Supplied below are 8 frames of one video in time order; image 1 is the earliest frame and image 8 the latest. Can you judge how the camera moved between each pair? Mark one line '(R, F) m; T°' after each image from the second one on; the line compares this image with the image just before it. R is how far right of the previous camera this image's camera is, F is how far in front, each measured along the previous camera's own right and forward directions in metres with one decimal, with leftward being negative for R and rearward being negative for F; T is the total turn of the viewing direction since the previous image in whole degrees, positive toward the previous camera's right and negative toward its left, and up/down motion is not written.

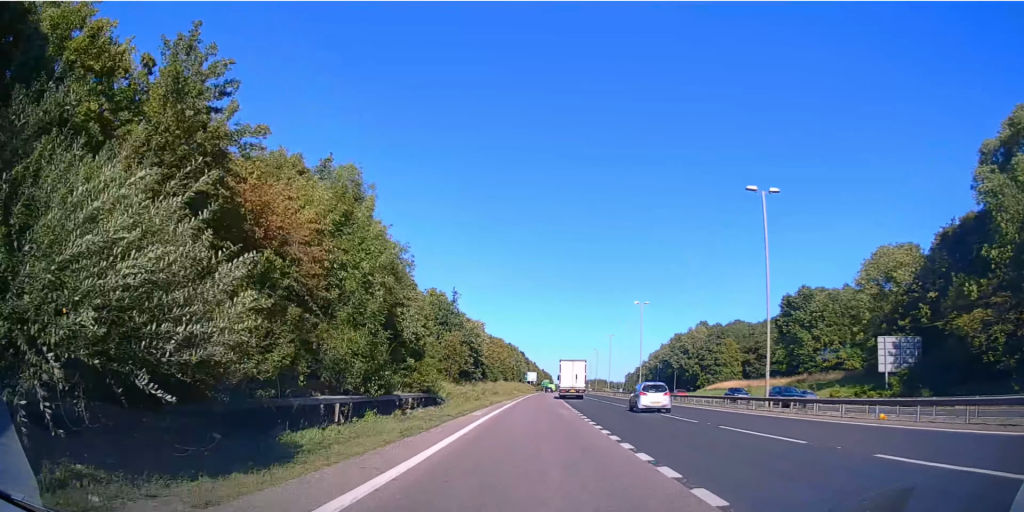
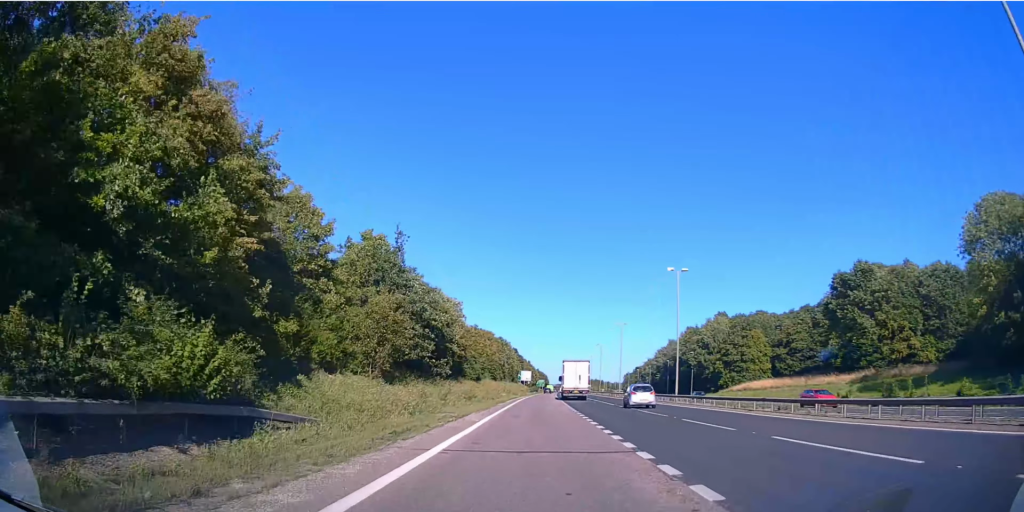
(-0.1, +20.5) m; 0°
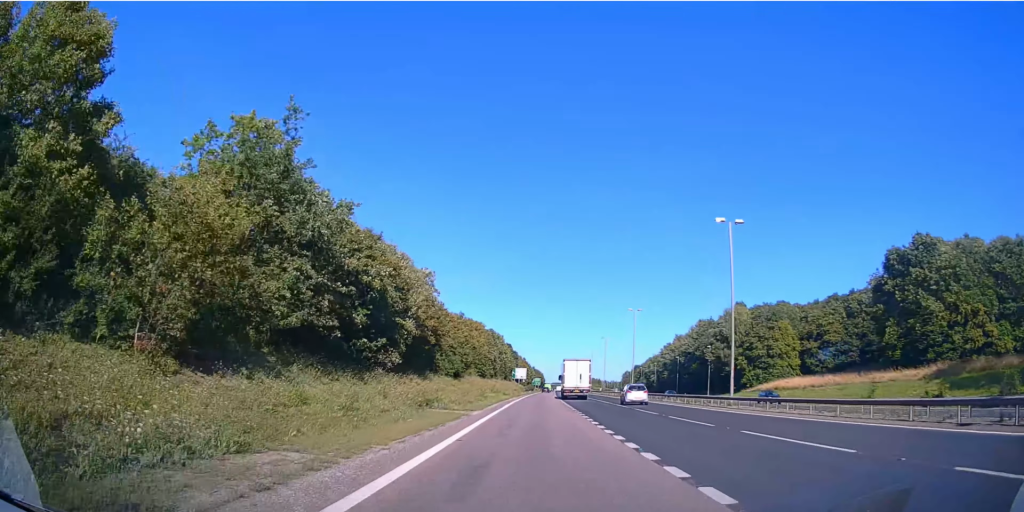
(-0.1, +15.1) m; +1°
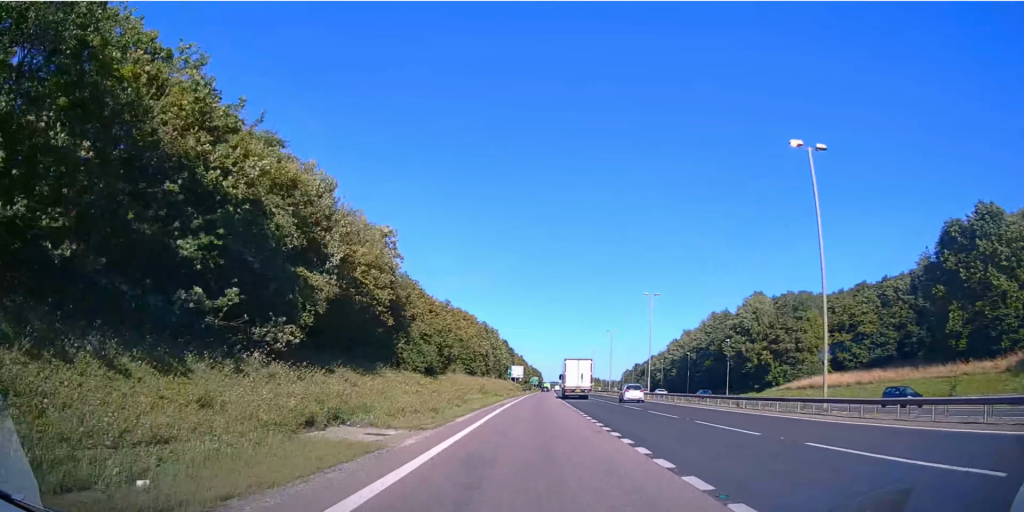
(+0.1, +12.9) m; +1°
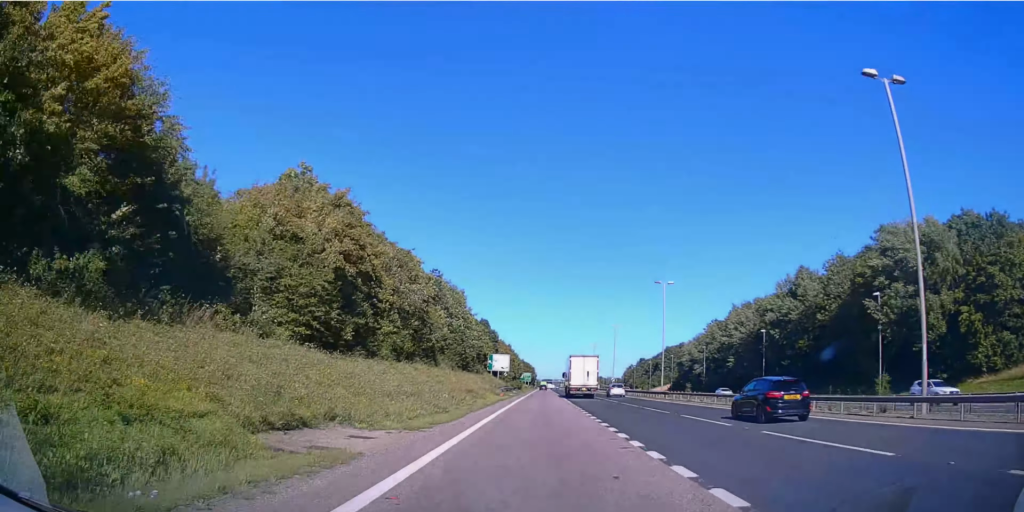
(+0.7, +43.1) m; +1°
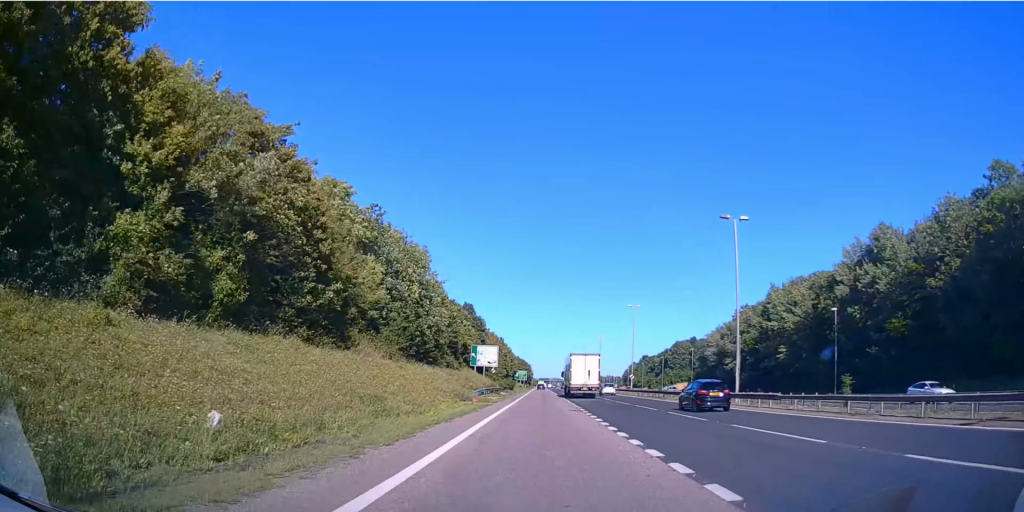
(+0.1, +30.6) m; 0°
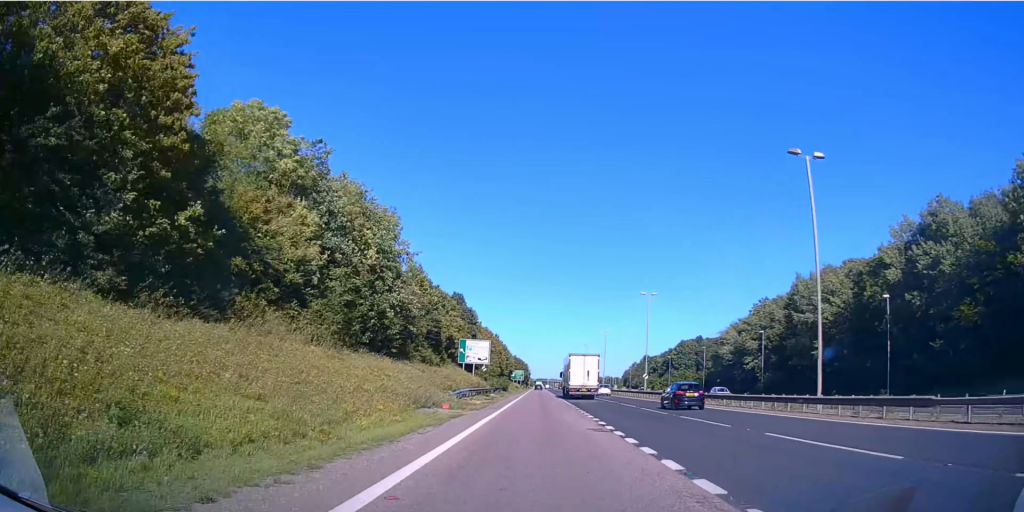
(0.0, +15.2) m; 0°
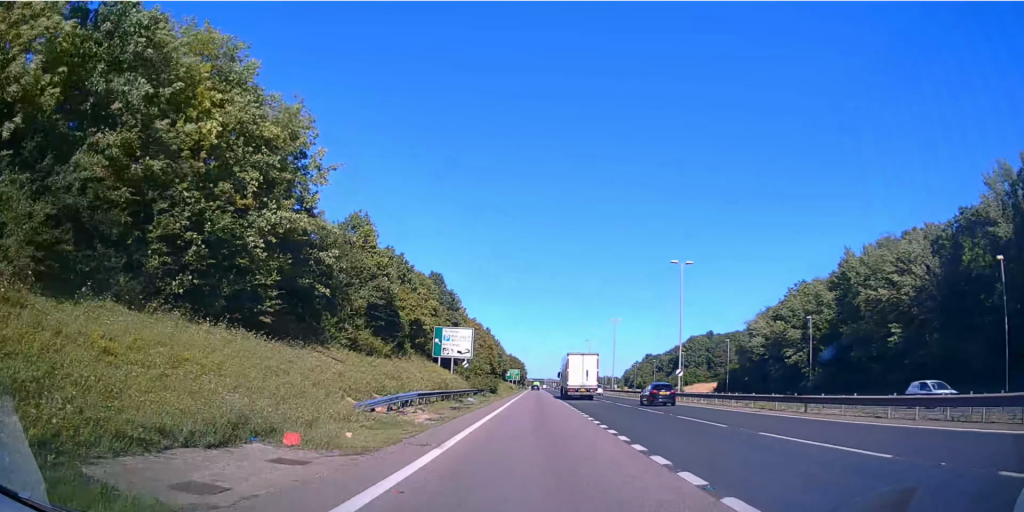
(0.0, +21.7) m; 0°
